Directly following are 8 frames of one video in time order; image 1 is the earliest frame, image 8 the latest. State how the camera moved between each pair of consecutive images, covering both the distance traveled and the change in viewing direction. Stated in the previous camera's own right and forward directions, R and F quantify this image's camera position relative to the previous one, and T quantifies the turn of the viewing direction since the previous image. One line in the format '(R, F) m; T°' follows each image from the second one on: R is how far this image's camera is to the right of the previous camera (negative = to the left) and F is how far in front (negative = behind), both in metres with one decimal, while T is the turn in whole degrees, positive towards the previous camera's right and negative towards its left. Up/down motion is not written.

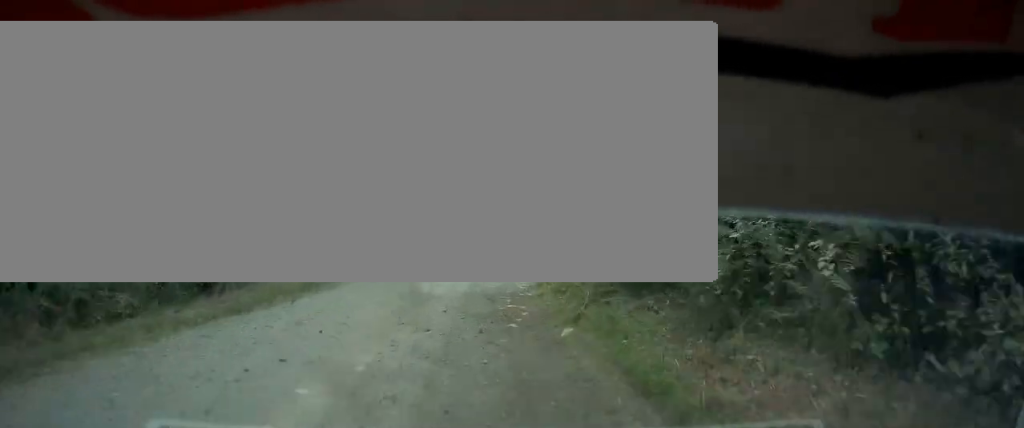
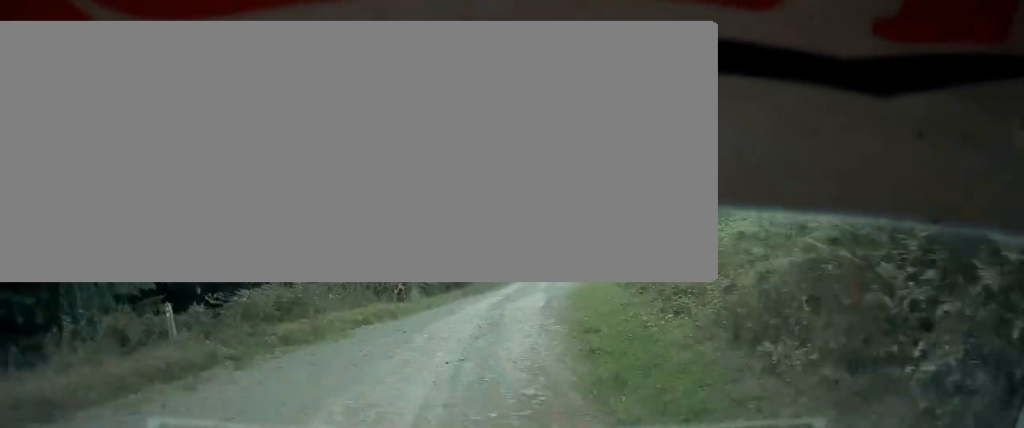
(0.0, +11.6) m; +4°
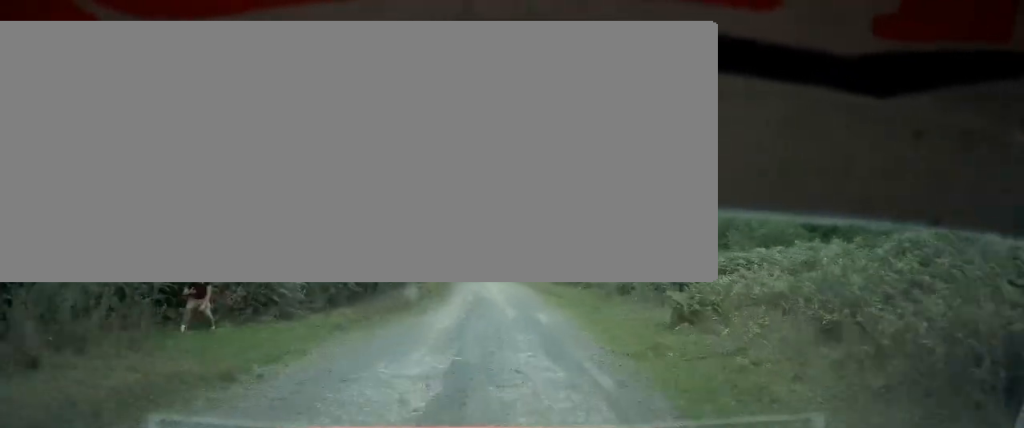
(+1.4, +14.4) m; +4°
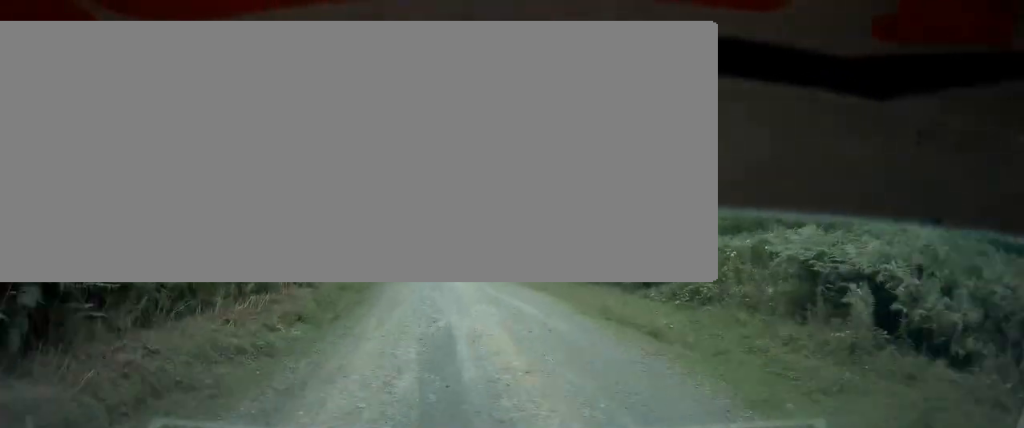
(+0.7, +16.8) m; +5°
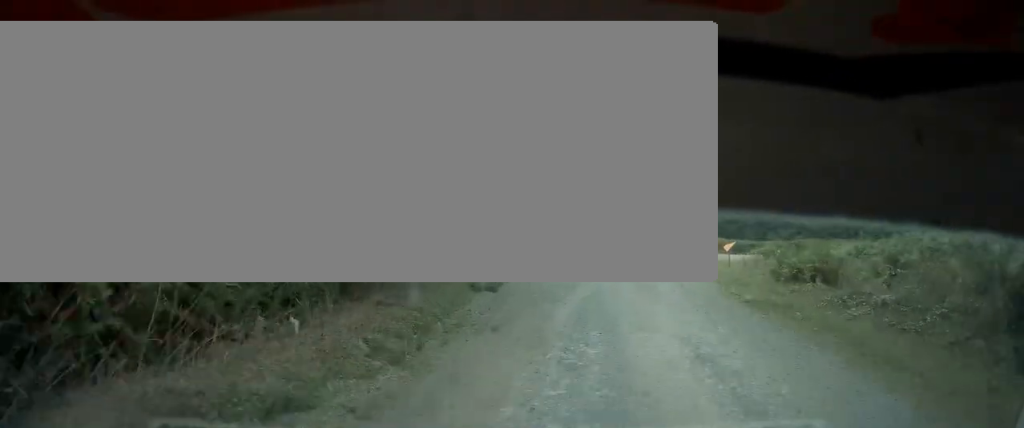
(-0.4, +16.3) m; +5°
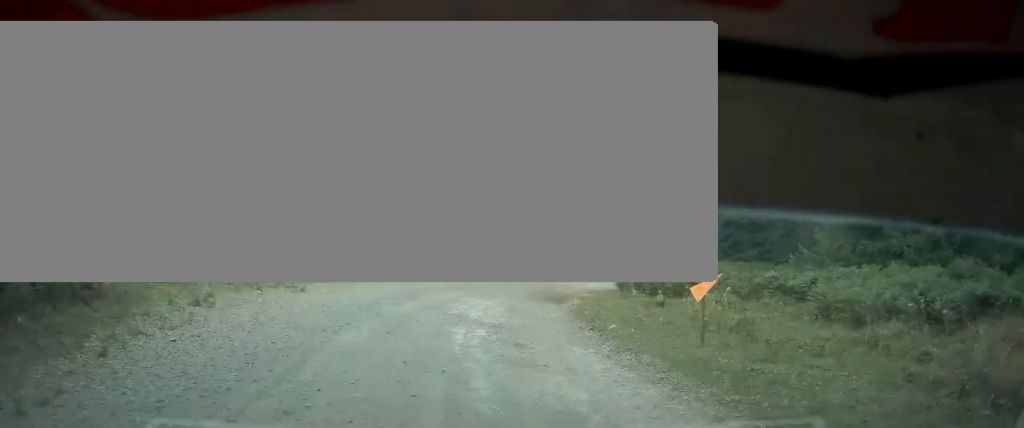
(+2.2, +17.7) m; +14°
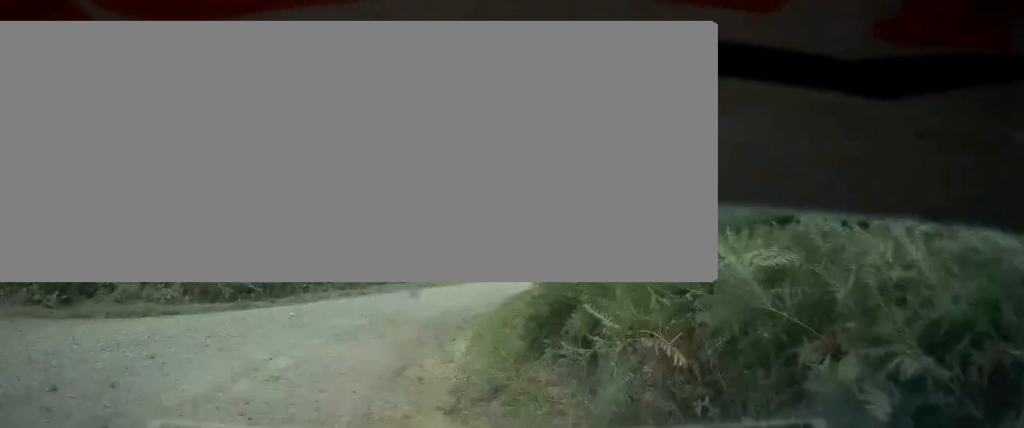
(+8.2, +31.2) m; +26°
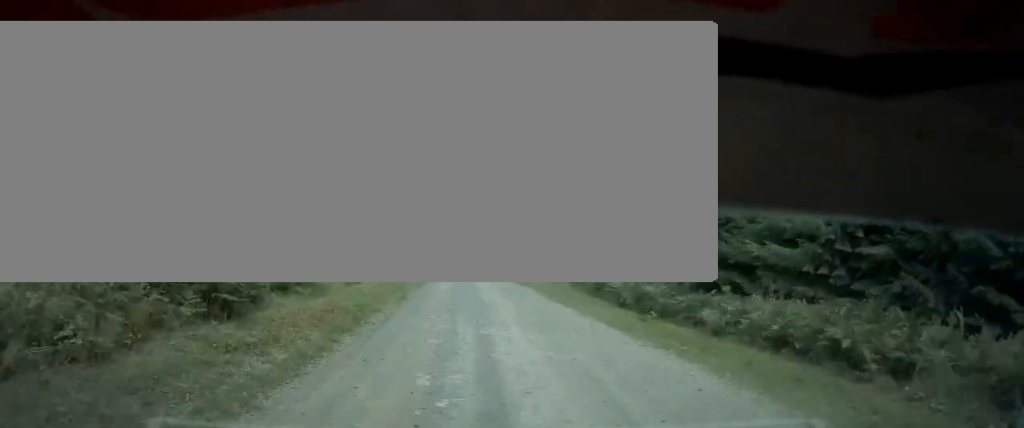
(+14.5, +84.9) m; +10°
